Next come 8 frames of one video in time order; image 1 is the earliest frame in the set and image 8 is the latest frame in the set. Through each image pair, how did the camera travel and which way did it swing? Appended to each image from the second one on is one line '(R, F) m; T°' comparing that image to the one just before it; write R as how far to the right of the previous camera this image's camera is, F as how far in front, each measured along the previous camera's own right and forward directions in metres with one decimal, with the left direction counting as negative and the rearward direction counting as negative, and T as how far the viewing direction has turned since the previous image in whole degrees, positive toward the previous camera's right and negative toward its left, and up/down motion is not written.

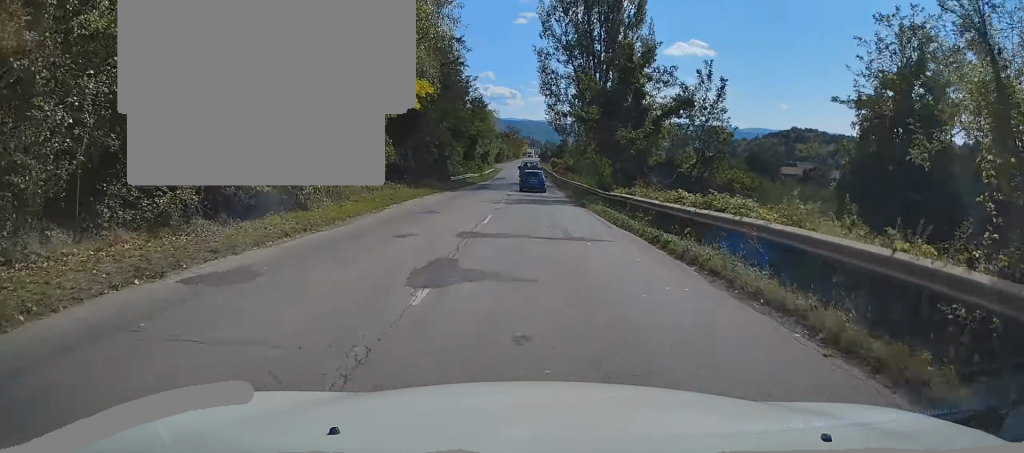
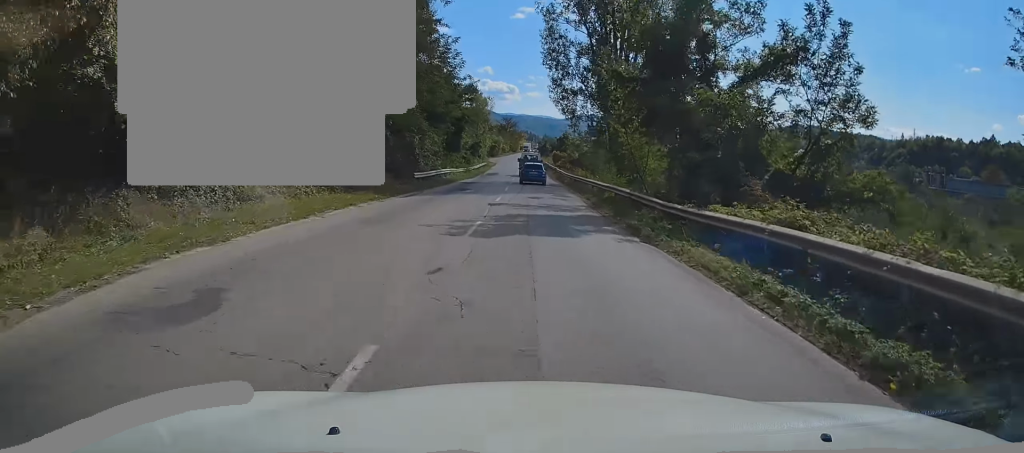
(0.0, +14.5) m; 0°
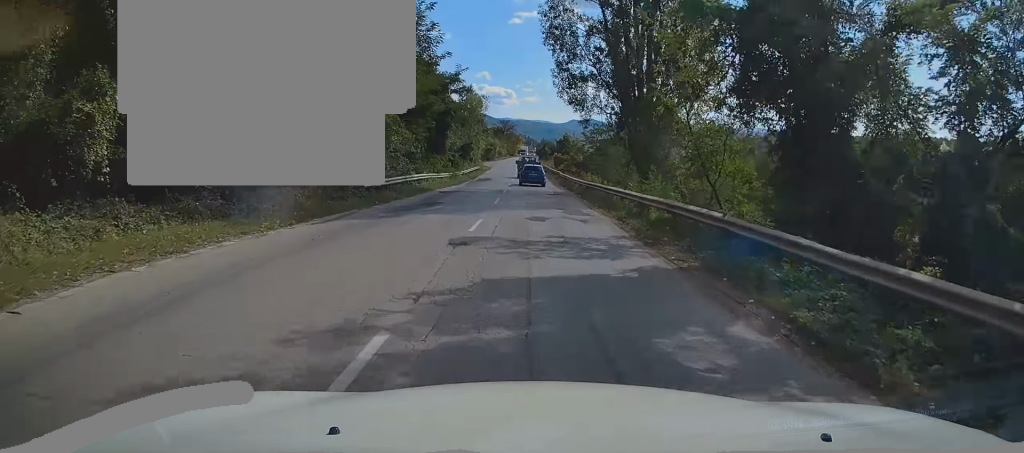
(0.0, +9.9) m; 0°
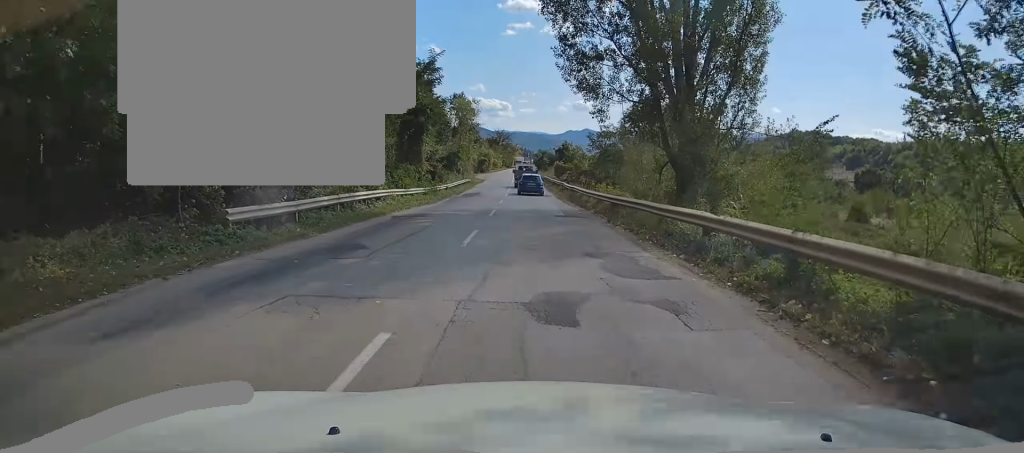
(-0.1, +10.5) m; 0°
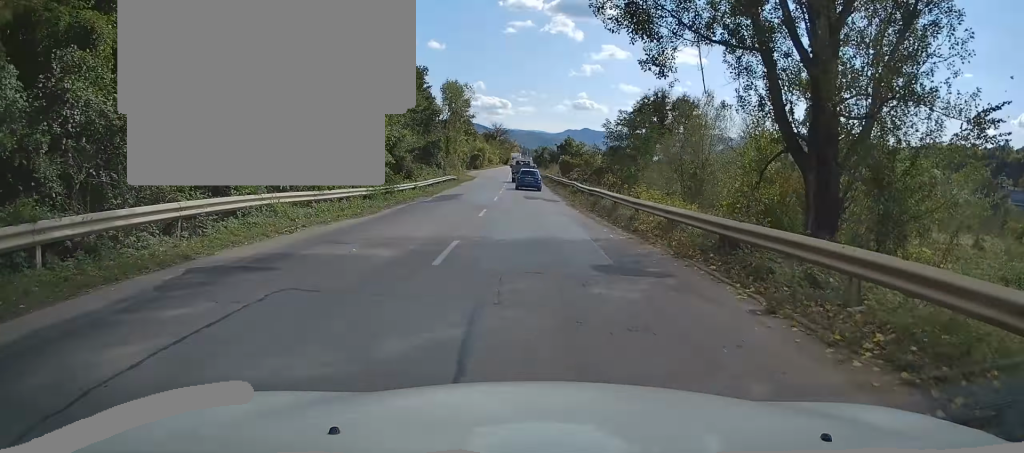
(0.0, +13.7) m; 0°
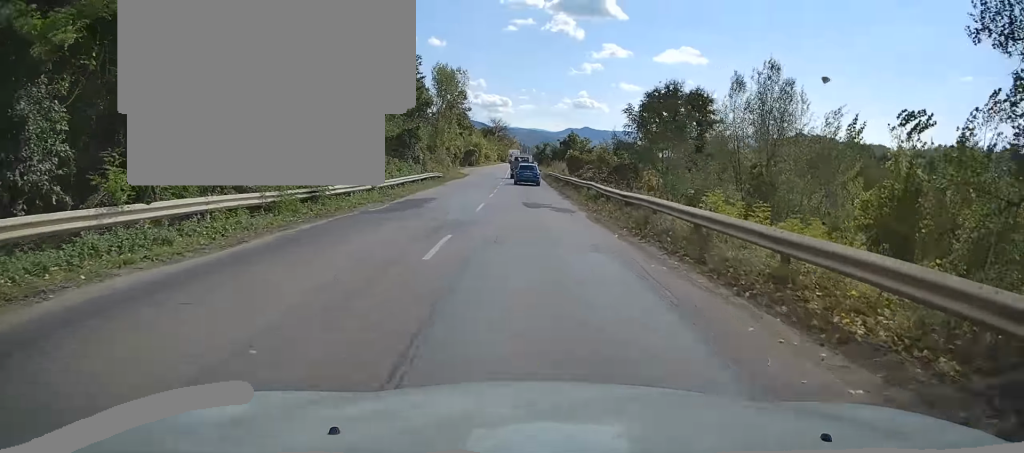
(0.0, +9.9) m; 0°
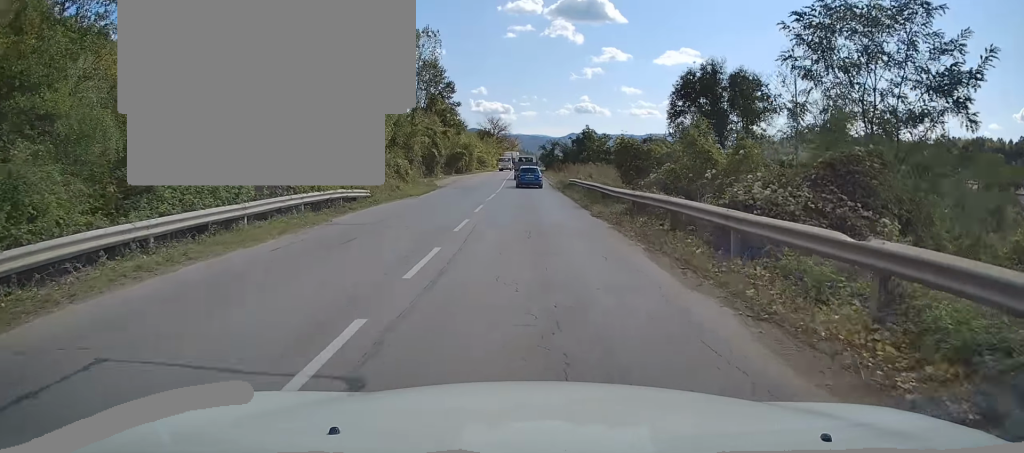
(0.0, +24.5) m; 0°
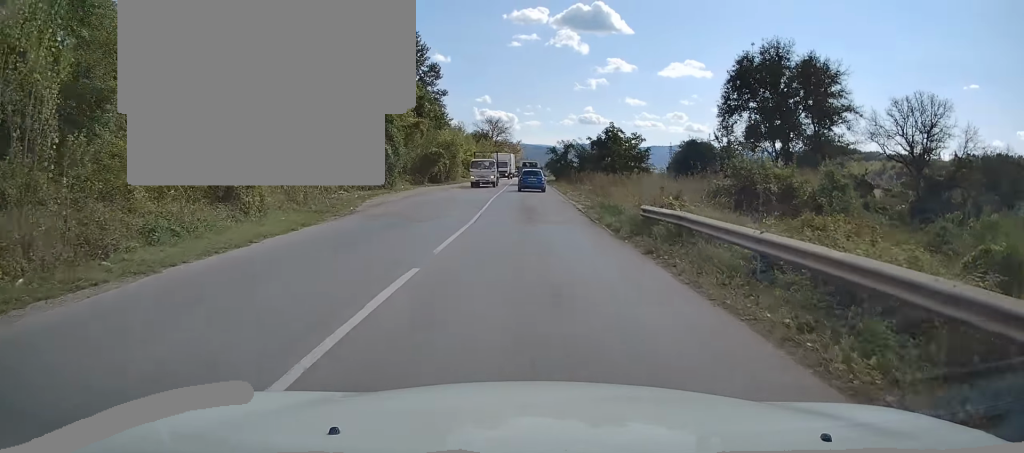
(0.0, +24.4) m; 0°
